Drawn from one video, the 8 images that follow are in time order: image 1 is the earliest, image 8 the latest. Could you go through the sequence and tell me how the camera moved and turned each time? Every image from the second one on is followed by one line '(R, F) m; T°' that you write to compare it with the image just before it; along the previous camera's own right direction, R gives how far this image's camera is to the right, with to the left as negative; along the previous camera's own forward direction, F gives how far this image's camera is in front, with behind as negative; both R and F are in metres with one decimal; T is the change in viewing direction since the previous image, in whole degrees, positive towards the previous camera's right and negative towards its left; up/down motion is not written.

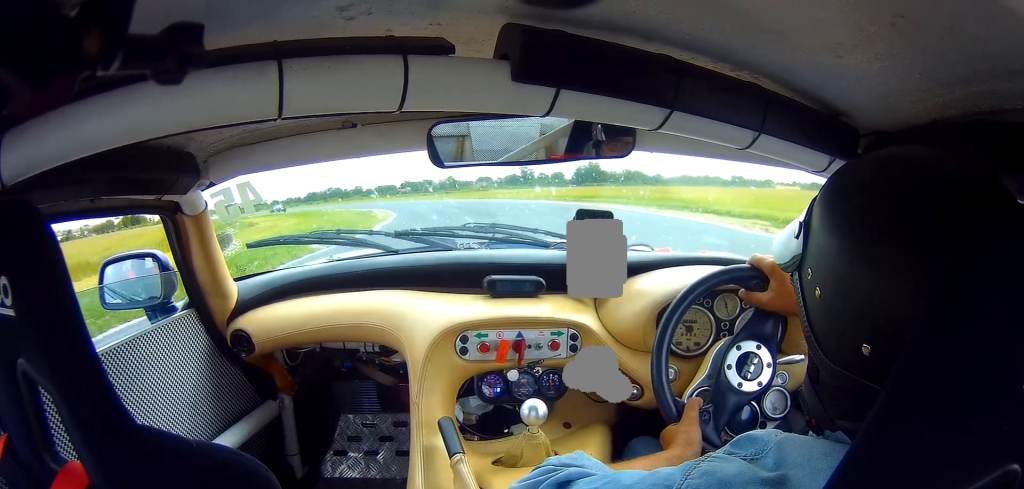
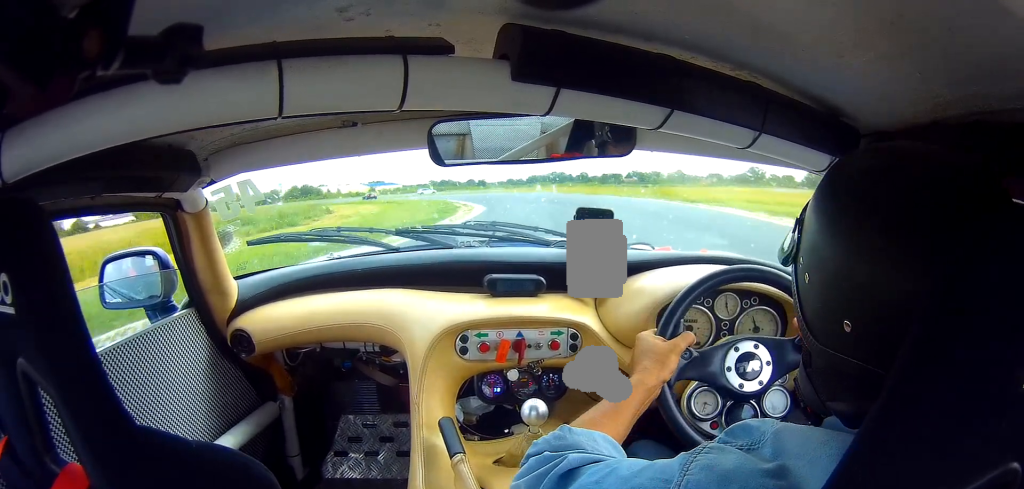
(-4.4, +25.7) m; -18°
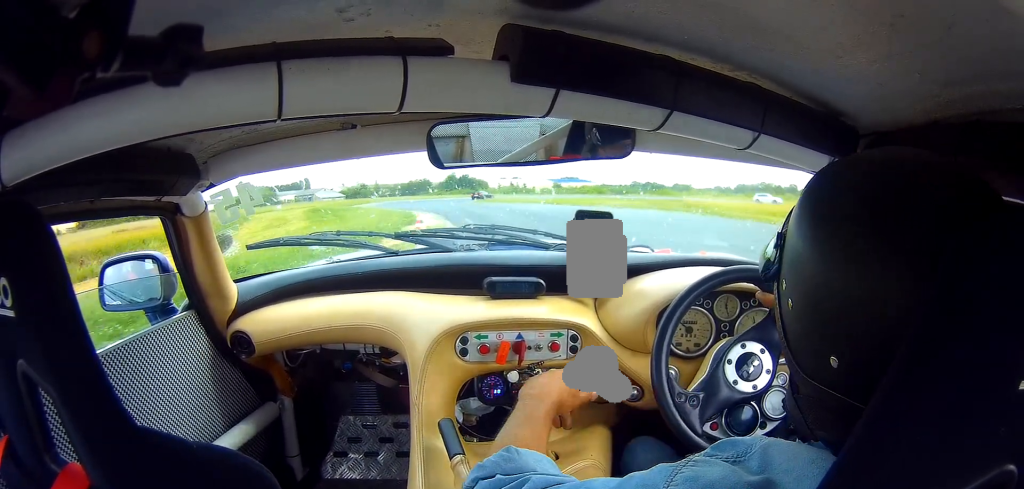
(-8.8, +43.9) m; -21°
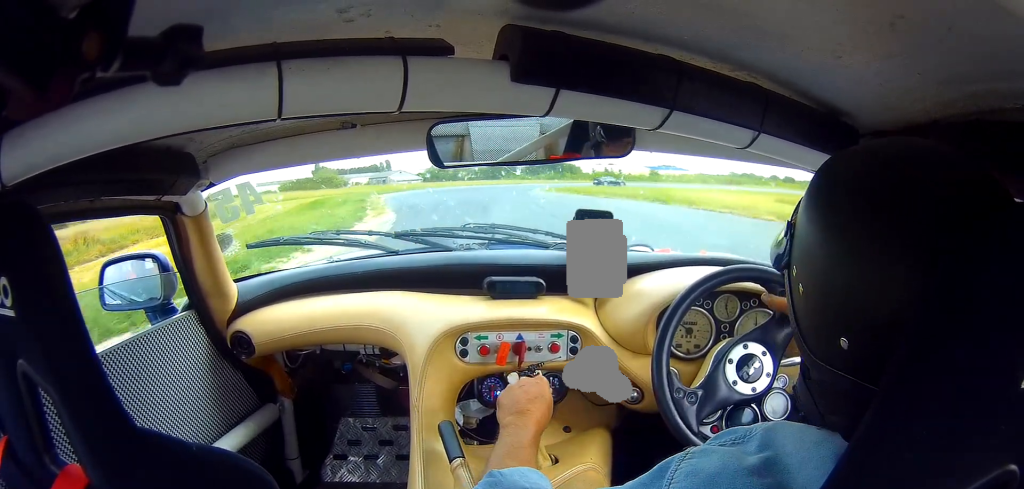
(-1.5, +15.6) m; -6°
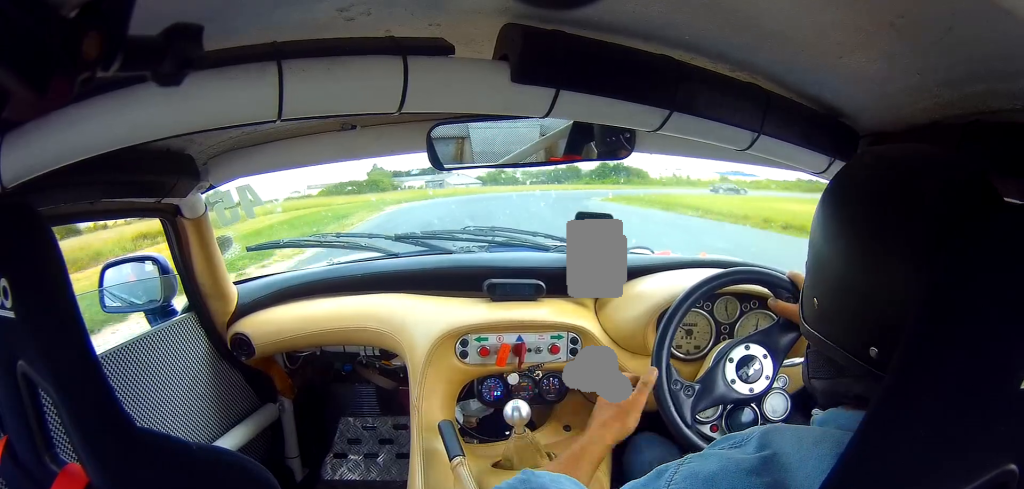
(-0.4, +10.3) m; -4°
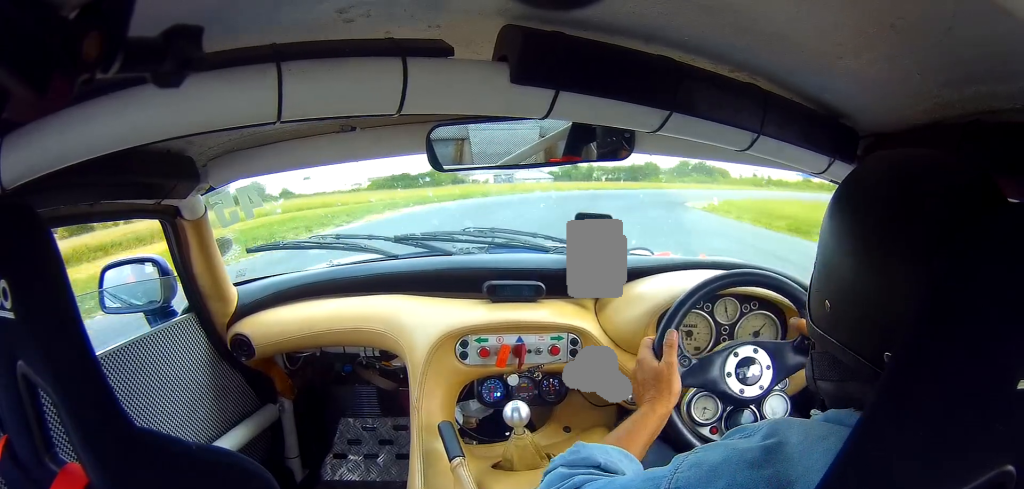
(-0.6, +12.3) m; +1°
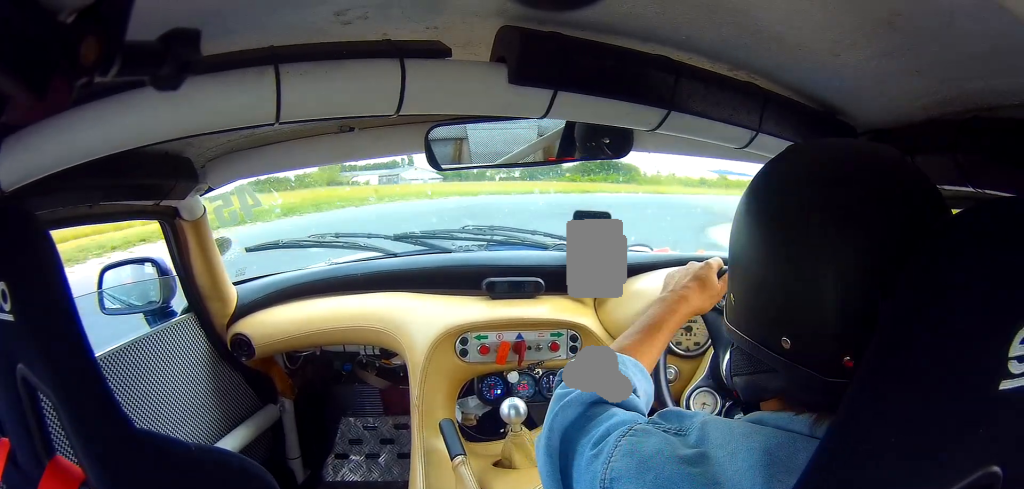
(-0.2, +17.2) m; +11°
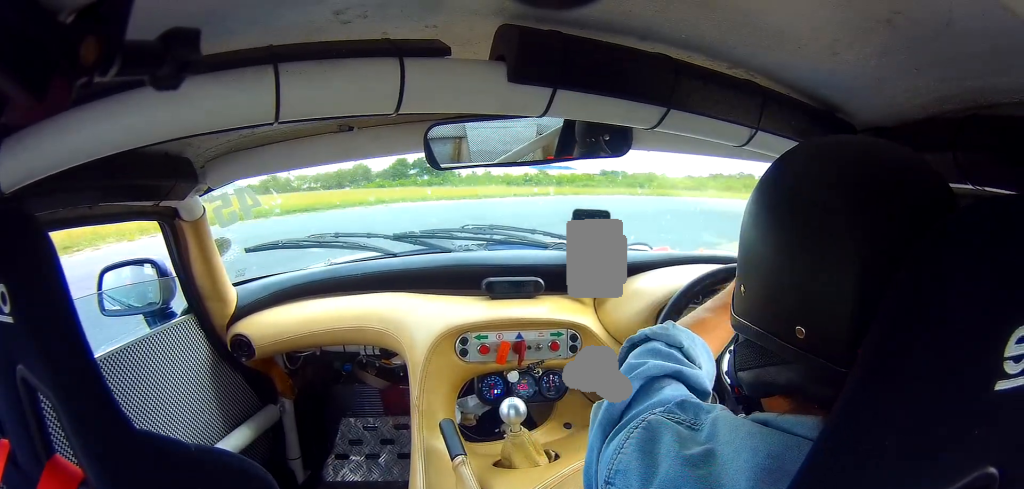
(+0.2, +10.5) m; +22°
